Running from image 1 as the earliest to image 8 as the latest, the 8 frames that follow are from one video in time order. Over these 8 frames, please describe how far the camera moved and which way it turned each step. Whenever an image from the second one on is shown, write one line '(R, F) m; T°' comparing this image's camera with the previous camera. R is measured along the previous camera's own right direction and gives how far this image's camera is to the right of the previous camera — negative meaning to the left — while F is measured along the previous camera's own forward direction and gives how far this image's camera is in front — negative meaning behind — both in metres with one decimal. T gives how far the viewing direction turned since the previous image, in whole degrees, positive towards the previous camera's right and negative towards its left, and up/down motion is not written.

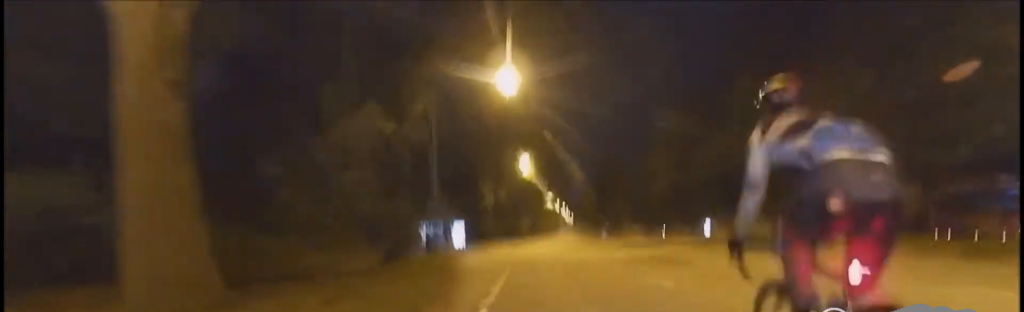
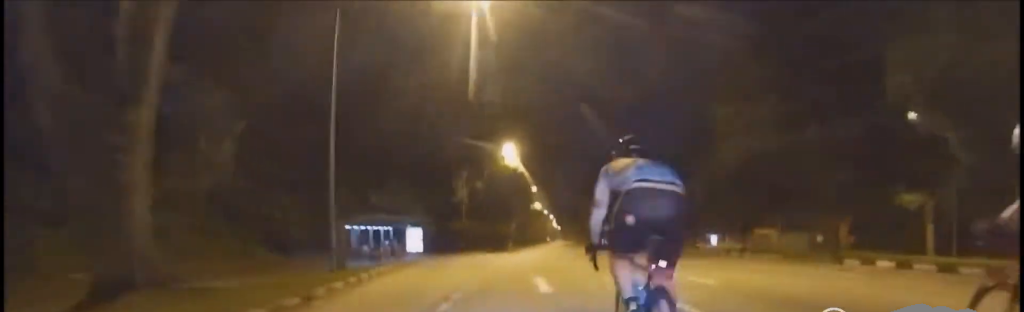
(0.0, +15.6) m; 0°
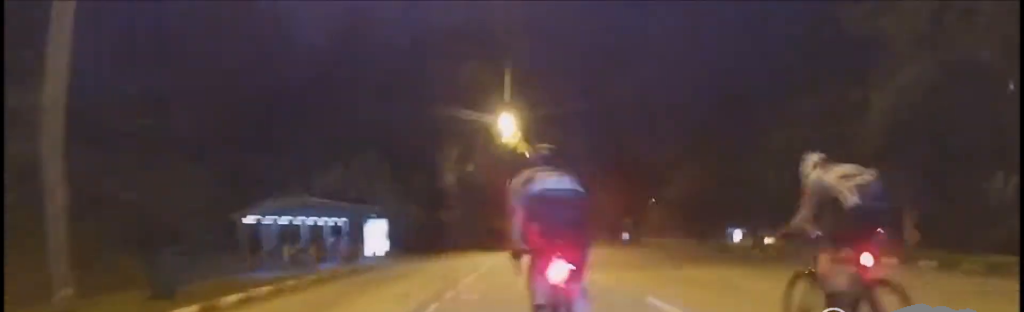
(0.0, +11.6) m; 0°
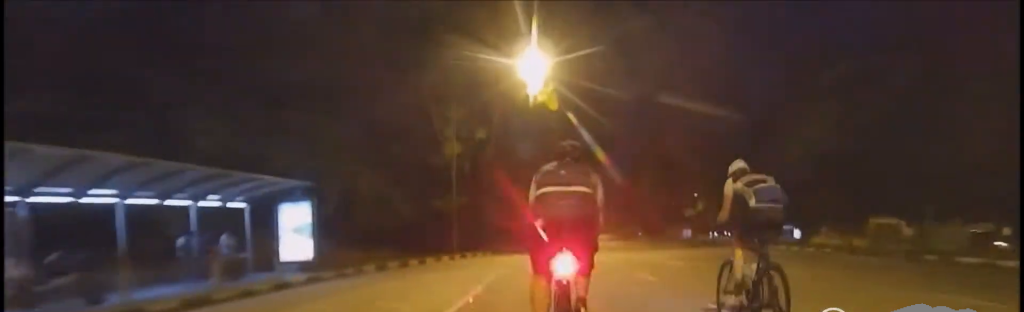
(0.0, +13.7) m; 0°
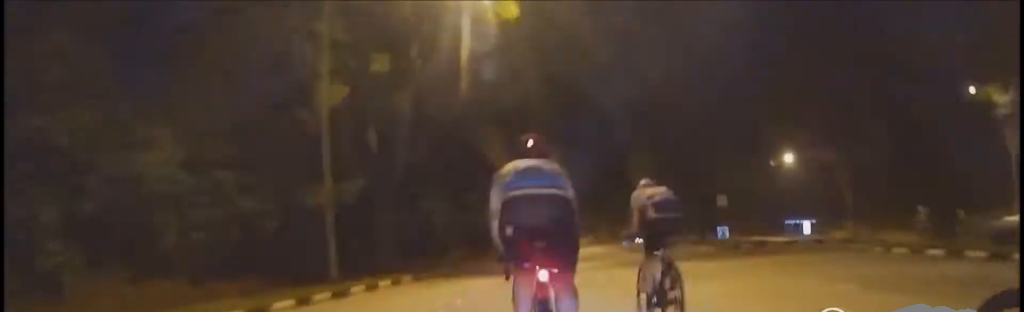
(0.0, +15.3) m; +1°
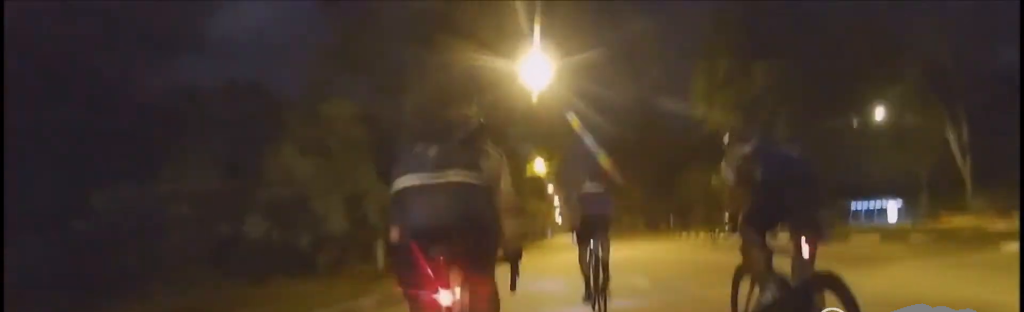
(+2.4, +23.7) m; +6°
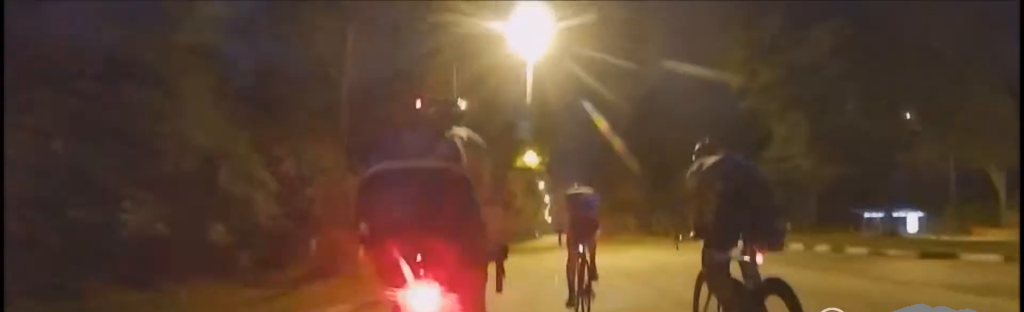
(-0.3, +5.8) m; 0°
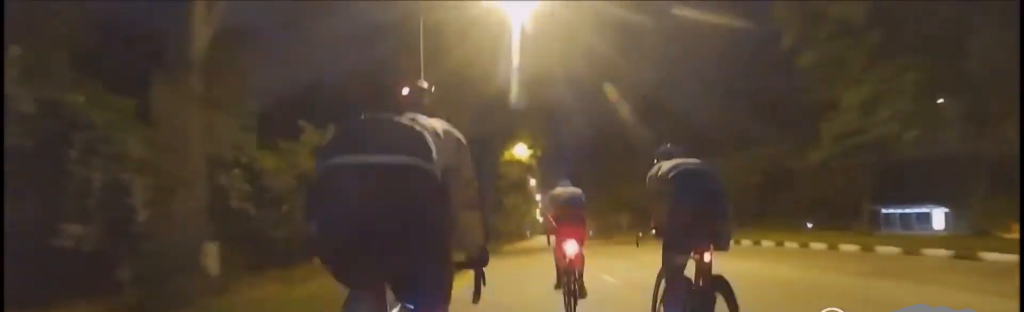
(-0.6, +5.8) m; 0°
